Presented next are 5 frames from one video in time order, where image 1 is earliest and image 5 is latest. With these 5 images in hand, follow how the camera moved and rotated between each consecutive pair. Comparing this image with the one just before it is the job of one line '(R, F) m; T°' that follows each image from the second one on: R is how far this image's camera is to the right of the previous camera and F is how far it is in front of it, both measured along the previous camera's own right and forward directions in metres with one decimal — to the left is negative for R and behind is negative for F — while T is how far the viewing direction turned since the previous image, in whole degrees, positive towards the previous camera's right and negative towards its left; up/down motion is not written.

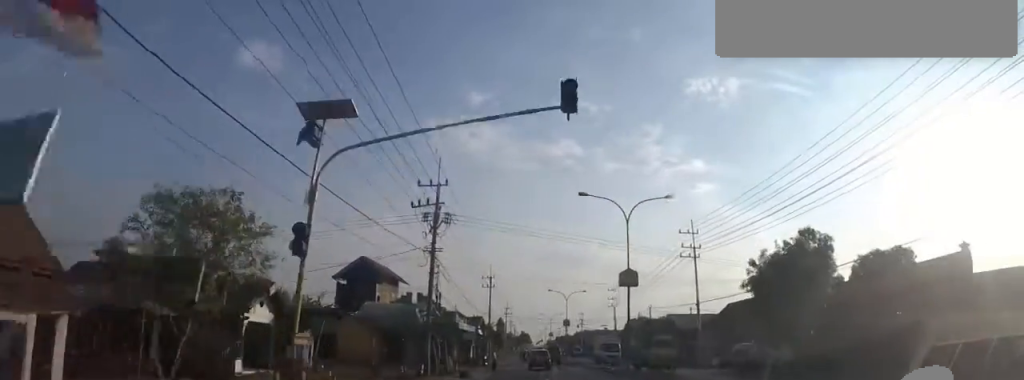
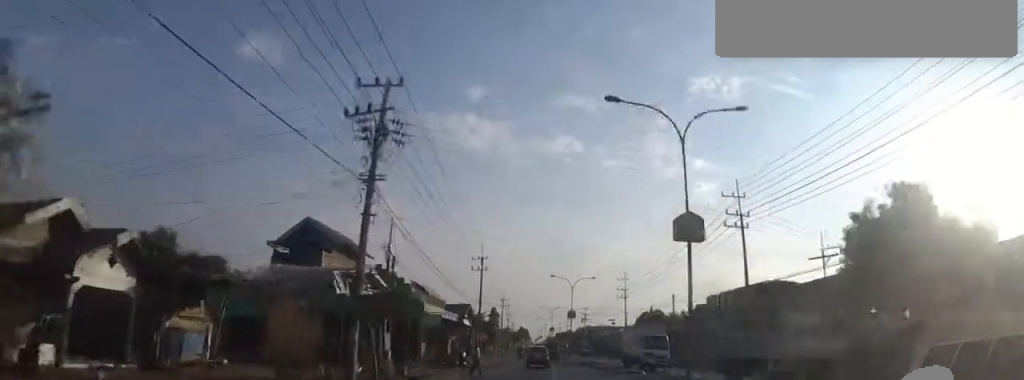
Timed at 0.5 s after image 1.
(-0.2, +10.3) m; -1°
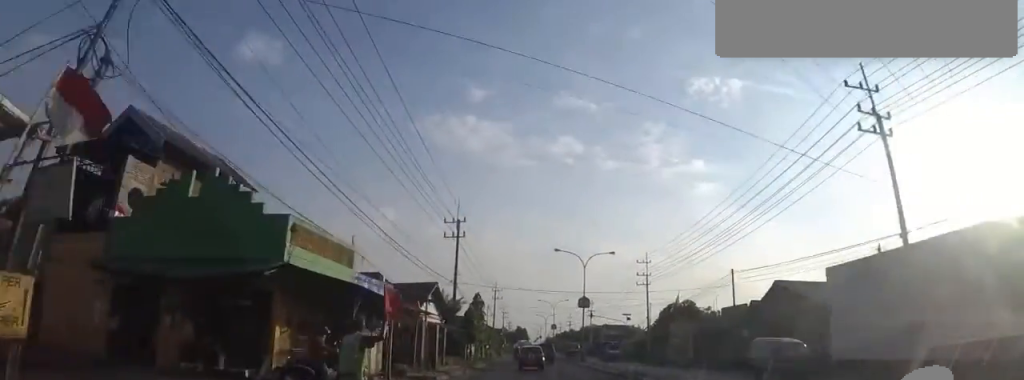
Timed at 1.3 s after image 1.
(-0.5, +15.5) m; -2°
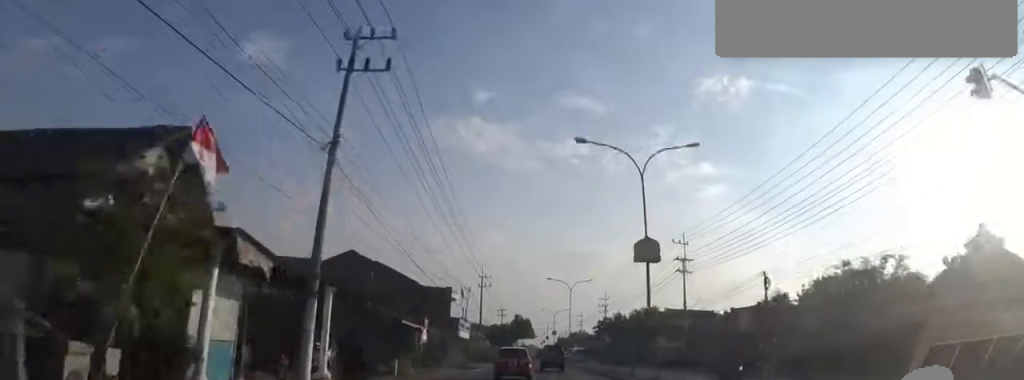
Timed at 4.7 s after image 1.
(+0.4, +65.3) m; -3°
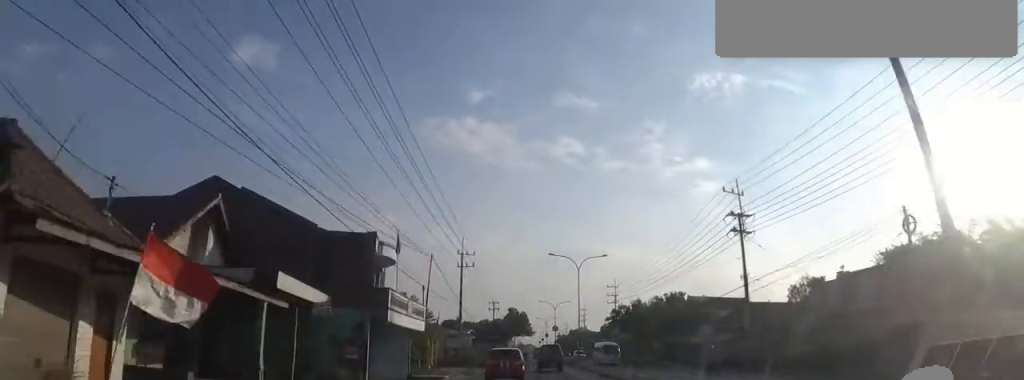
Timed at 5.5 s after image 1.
(-0.5, +14.4) m; 0°
